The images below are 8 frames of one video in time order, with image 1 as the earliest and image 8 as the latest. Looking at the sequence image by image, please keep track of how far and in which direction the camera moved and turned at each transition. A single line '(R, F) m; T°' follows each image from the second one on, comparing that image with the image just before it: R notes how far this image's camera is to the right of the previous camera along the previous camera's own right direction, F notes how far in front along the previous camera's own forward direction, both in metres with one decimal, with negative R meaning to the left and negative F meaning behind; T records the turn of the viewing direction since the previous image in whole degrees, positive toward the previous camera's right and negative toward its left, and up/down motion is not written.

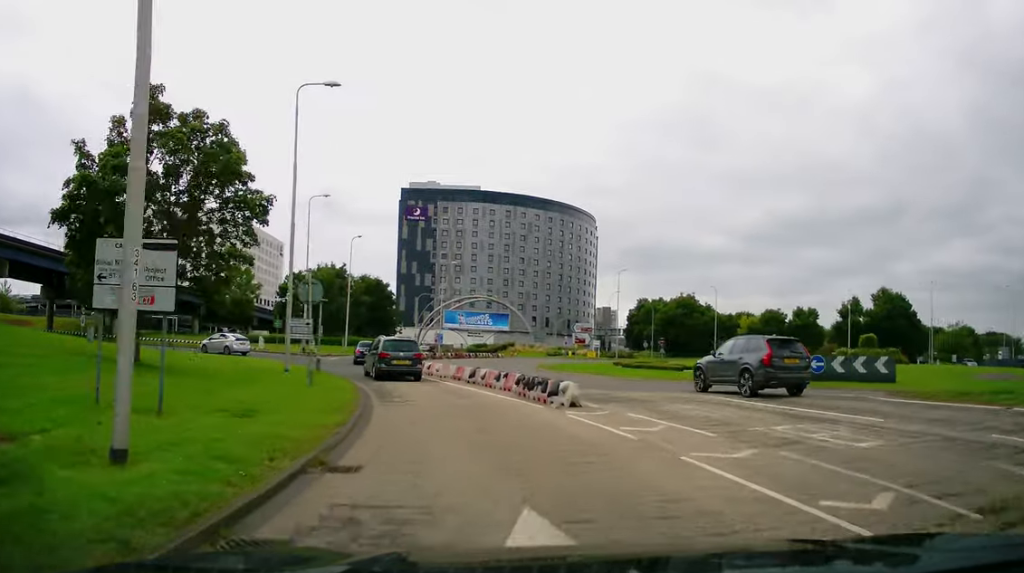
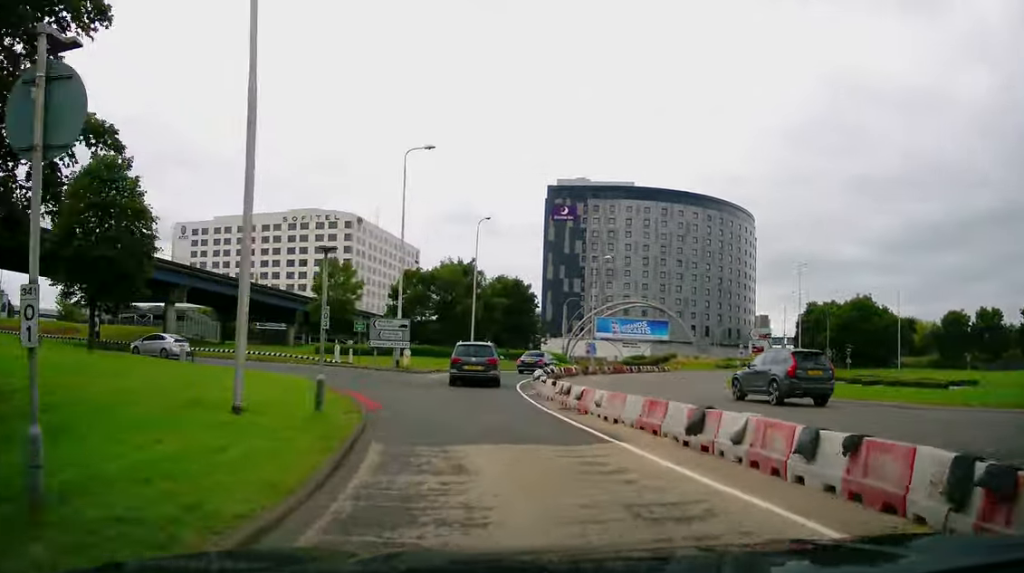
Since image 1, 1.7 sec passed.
(-1.8, +15.3) m; -12°
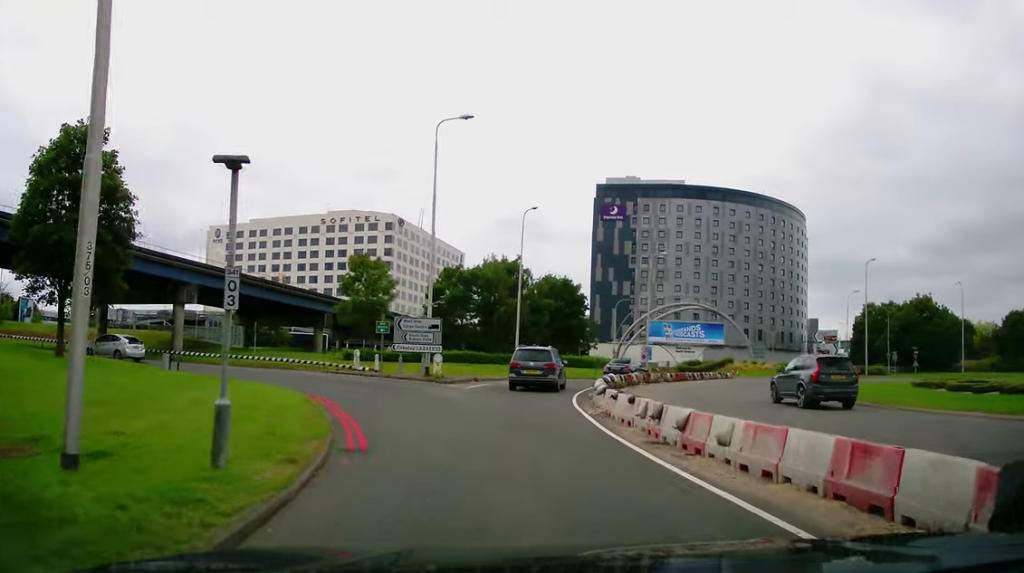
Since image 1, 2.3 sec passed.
(-0.2, +5.7) m; -2°
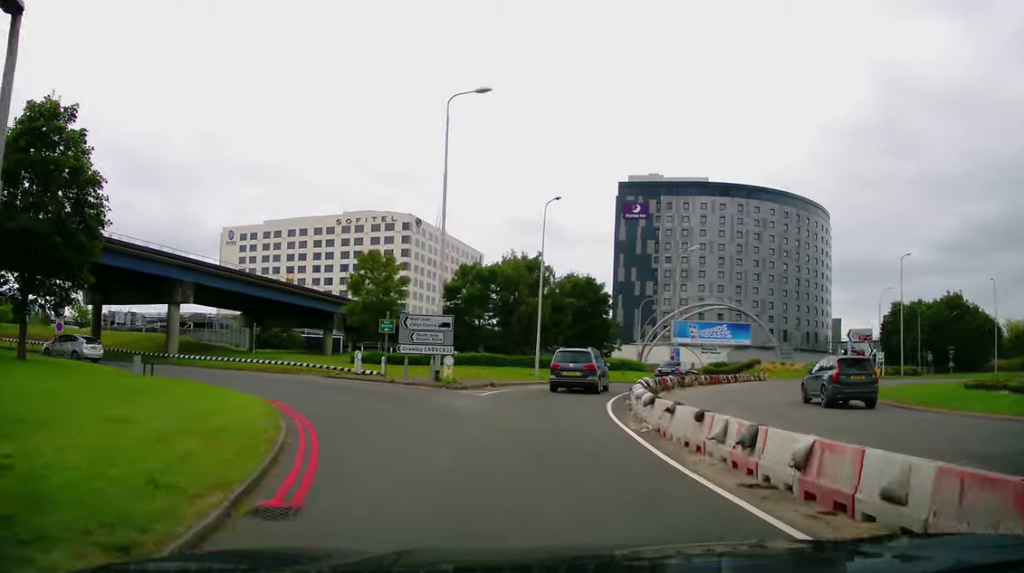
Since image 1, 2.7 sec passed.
(-0.2, +3.6) m; 0°
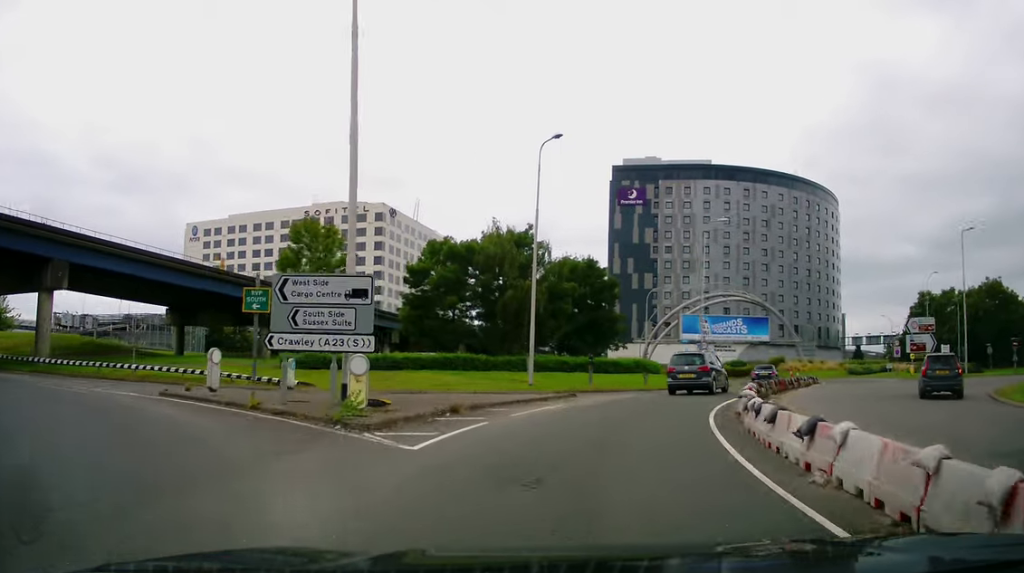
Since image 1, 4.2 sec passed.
(+0.3, +12.8) m; +3°
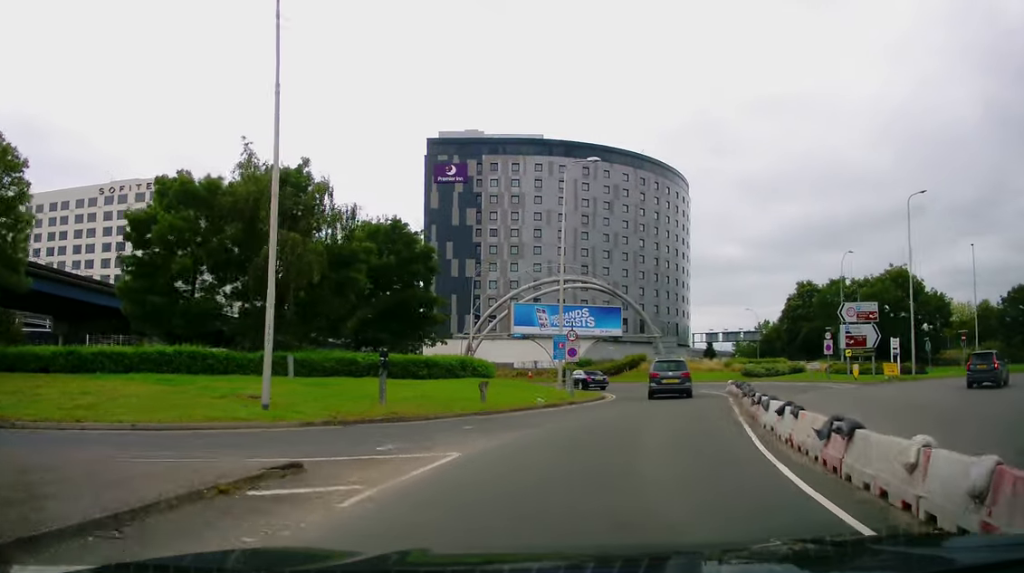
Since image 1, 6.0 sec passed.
(+1.2, +15.5) m; +16°
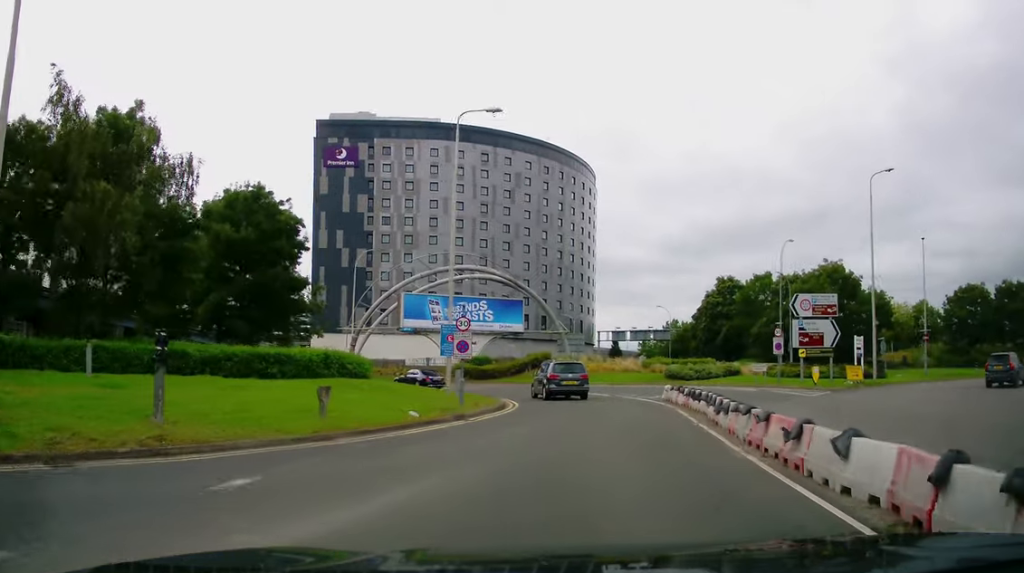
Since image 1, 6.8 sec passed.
(+0.8, +7.0) m; +6°
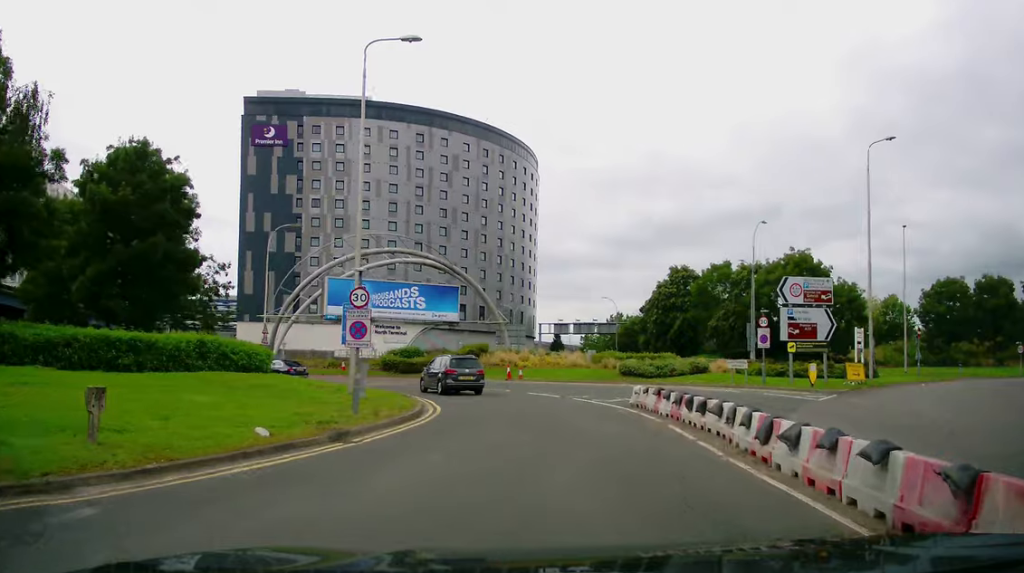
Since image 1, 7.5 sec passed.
(+0.1, +6.0) m; +3°
